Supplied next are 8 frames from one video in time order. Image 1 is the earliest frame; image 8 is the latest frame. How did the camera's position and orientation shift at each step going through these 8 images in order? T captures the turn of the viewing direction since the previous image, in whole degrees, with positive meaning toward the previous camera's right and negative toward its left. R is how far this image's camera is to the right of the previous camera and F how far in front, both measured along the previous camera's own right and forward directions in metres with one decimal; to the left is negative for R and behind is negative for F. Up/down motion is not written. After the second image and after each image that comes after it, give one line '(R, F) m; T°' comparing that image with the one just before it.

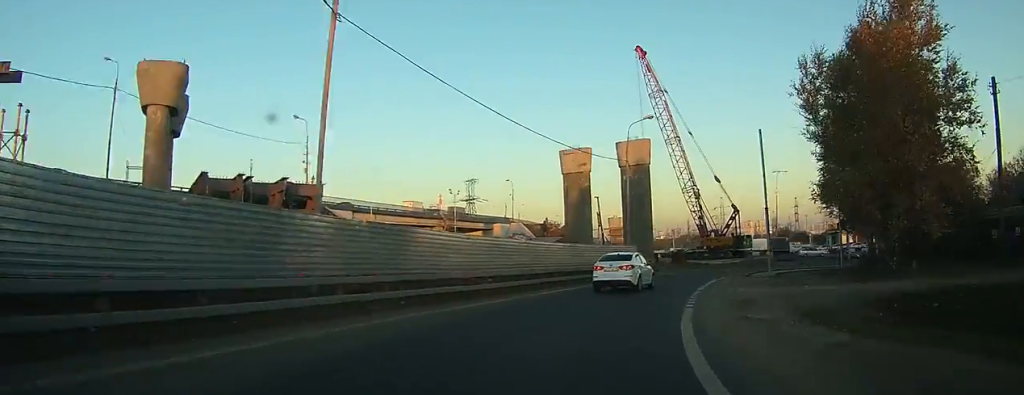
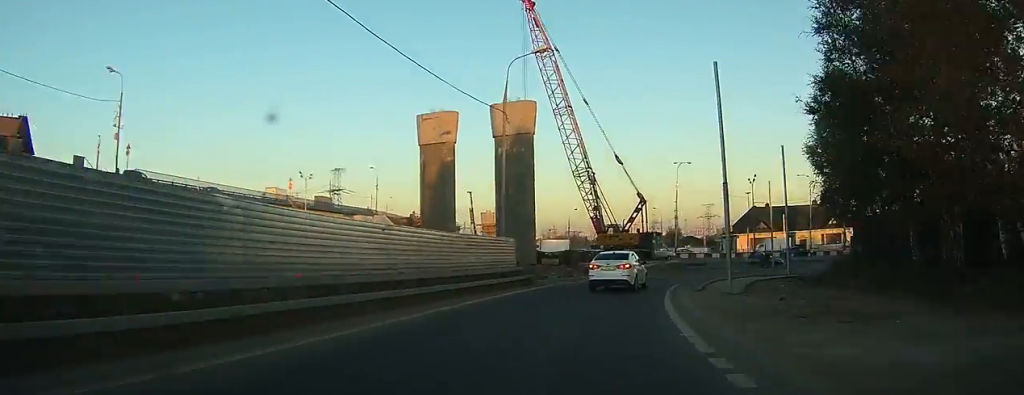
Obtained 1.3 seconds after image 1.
(+1.4, +14.8) m; +9°
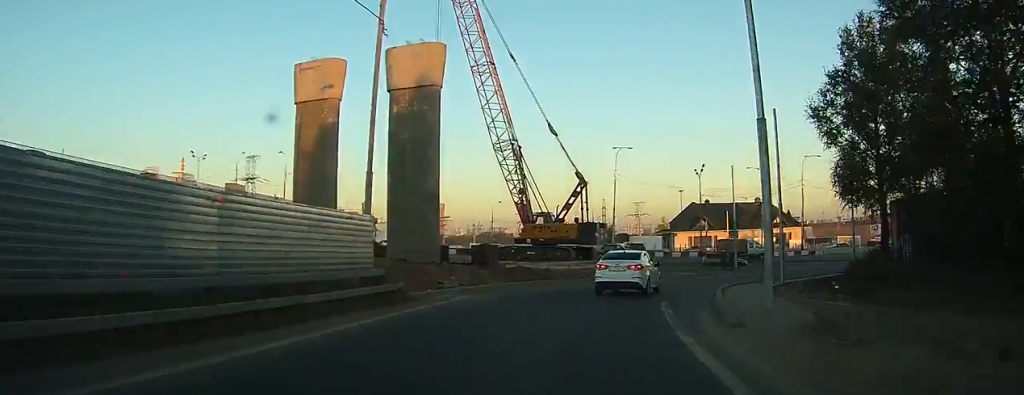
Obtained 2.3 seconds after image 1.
(+0.4, +11.1) m; +7°
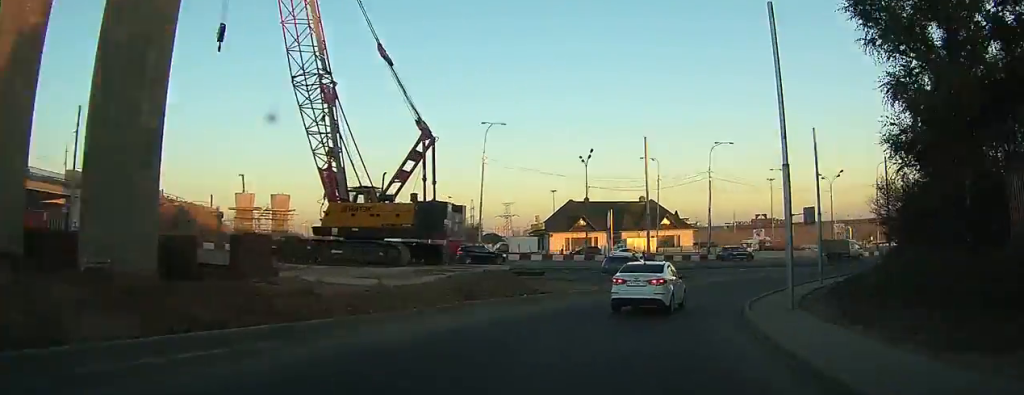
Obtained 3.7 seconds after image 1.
(+1.5, +13.7) m; +13°
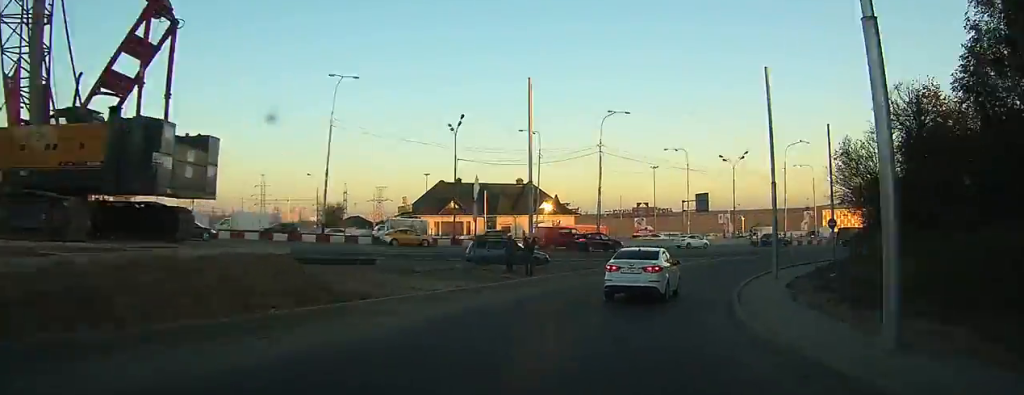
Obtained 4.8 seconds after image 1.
(+0.3, +10.1) m; +11°
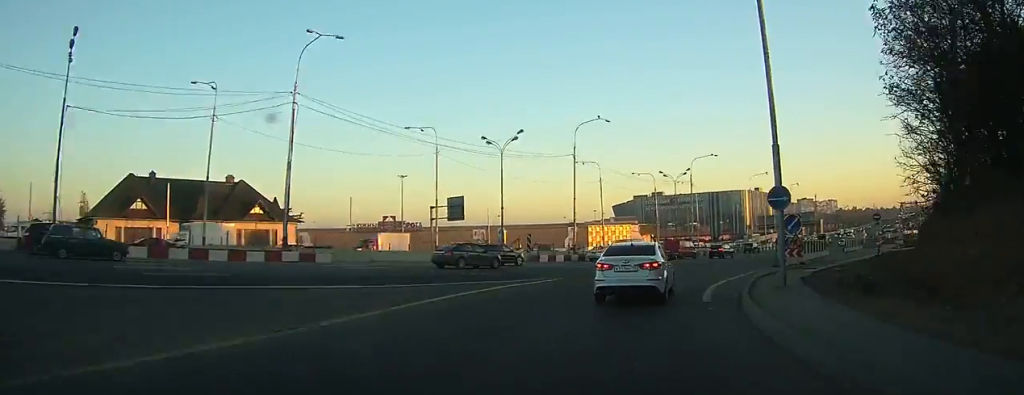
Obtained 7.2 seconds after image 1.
(+5.7, +21.7) m; +24°
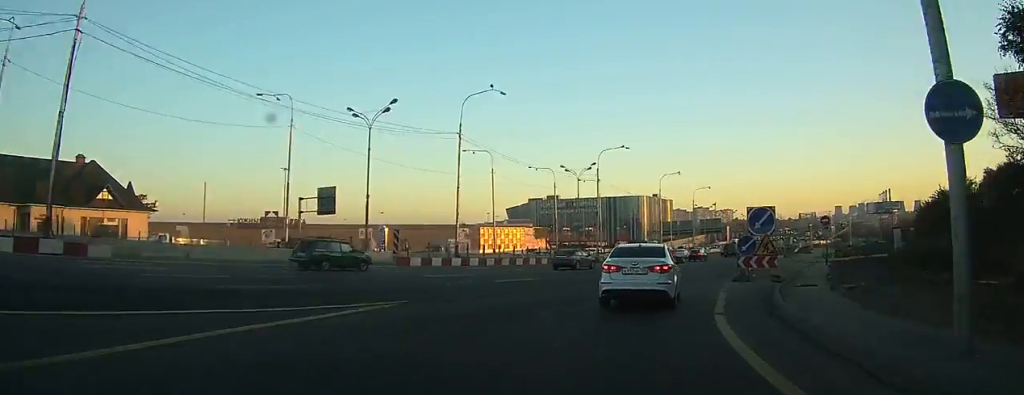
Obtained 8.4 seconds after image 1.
(+0.9, +11.2) m; +9°
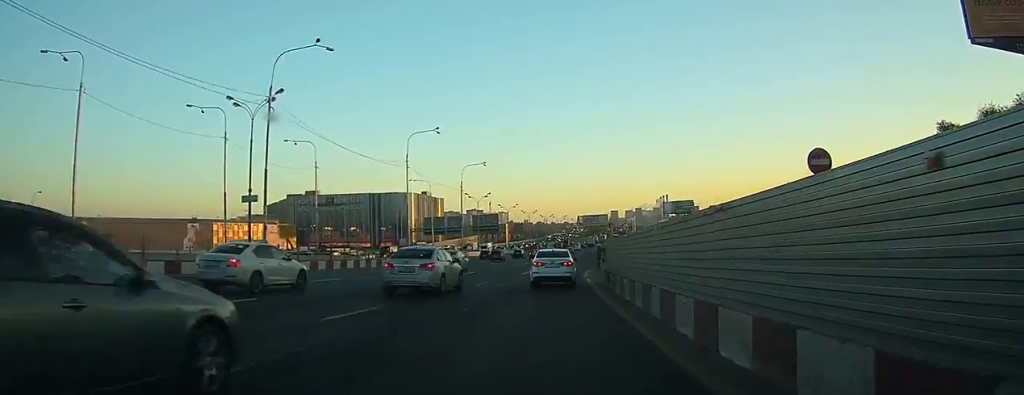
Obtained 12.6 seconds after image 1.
(+9.9, +33.5) m; +29°
